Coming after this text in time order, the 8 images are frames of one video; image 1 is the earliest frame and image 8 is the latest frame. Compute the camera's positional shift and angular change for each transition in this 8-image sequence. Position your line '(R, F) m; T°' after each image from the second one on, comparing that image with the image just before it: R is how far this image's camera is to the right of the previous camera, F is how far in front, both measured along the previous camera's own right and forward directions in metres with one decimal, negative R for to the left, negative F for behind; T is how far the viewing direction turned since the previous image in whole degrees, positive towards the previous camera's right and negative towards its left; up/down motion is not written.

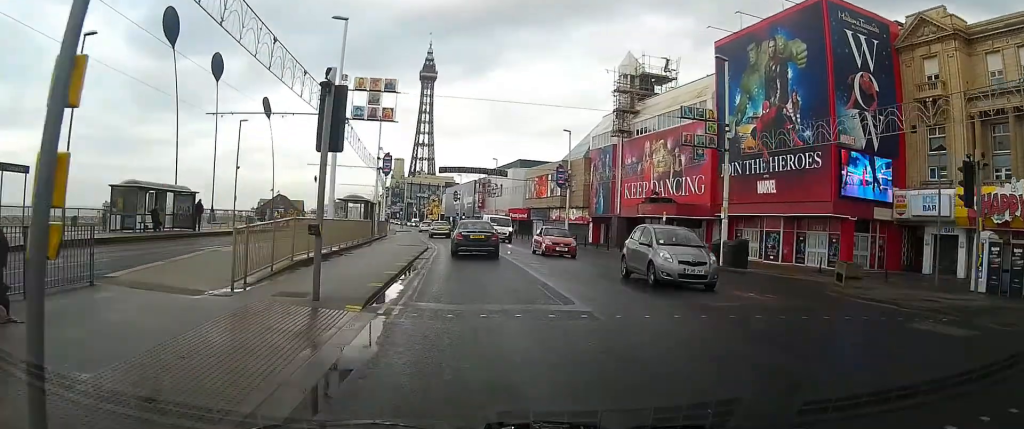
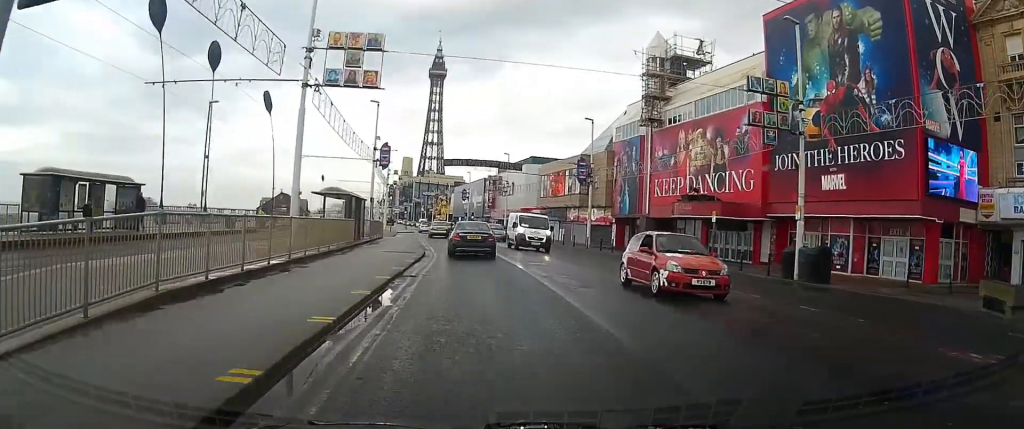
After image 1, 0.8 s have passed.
(0.0, +8.0) m; -1°
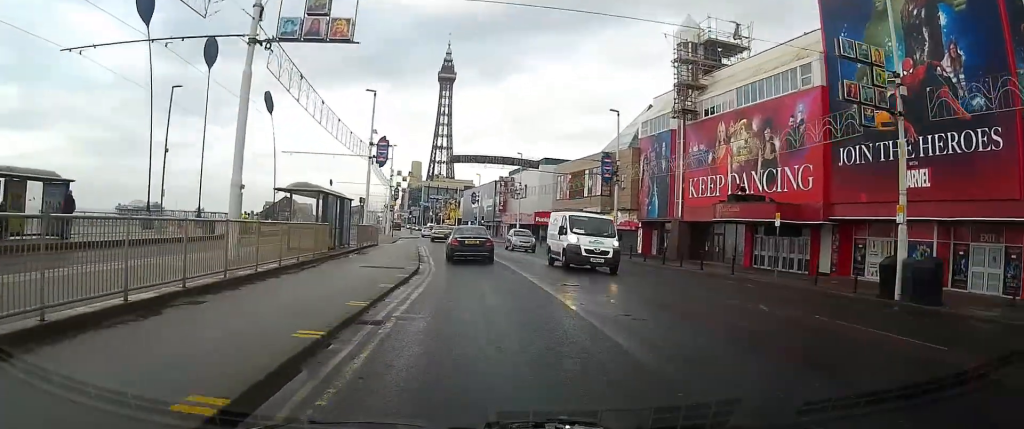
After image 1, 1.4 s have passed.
(-0.1, +7.1) m; -1°
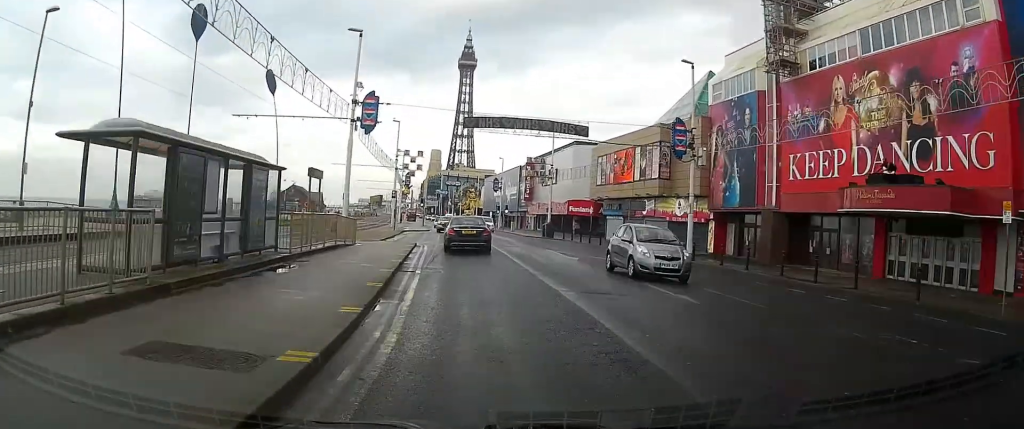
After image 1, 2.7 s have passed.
(-0.1, +14.0) m; -2°
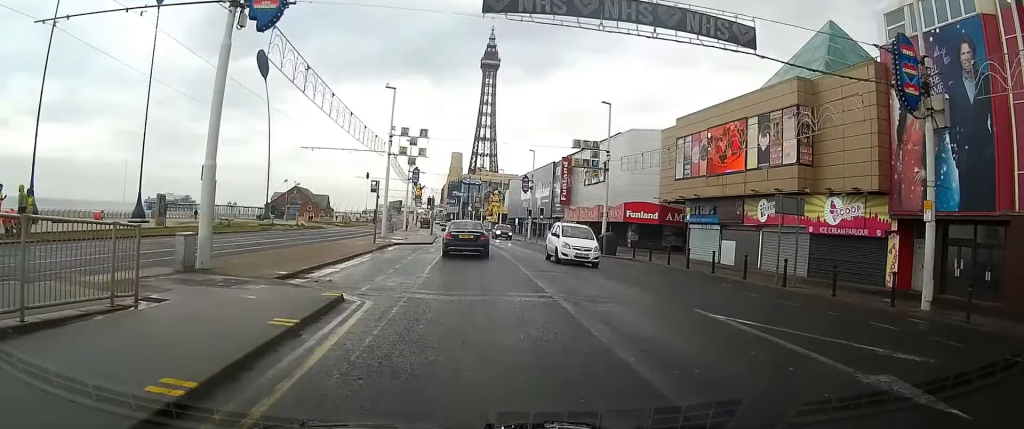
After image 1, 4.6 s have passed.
(-0.5, +19.8) m; -3°
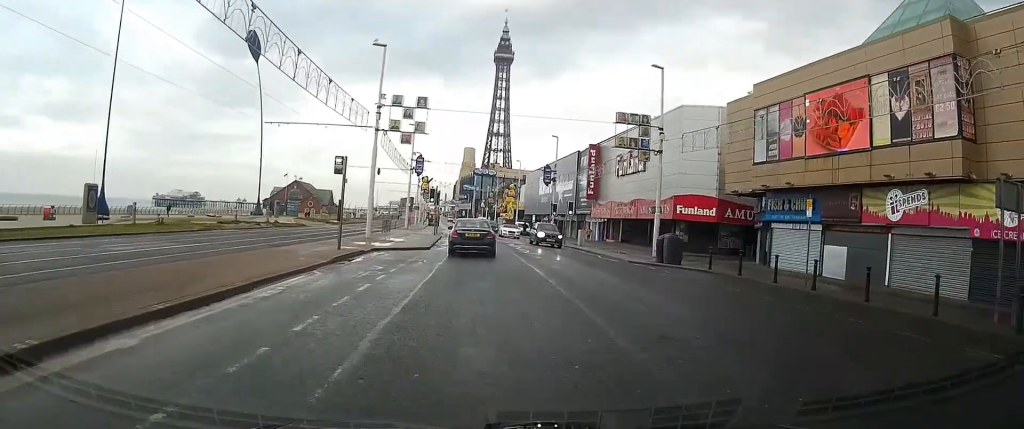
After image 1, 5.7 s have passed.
(-0.2, +11.4) m; -1°
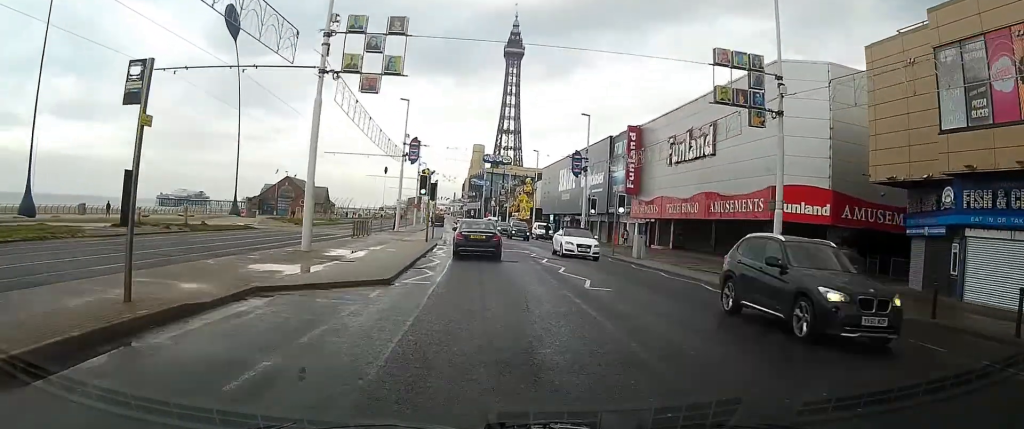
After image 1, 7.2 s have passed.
(-0.1, +14.7) m; -1°
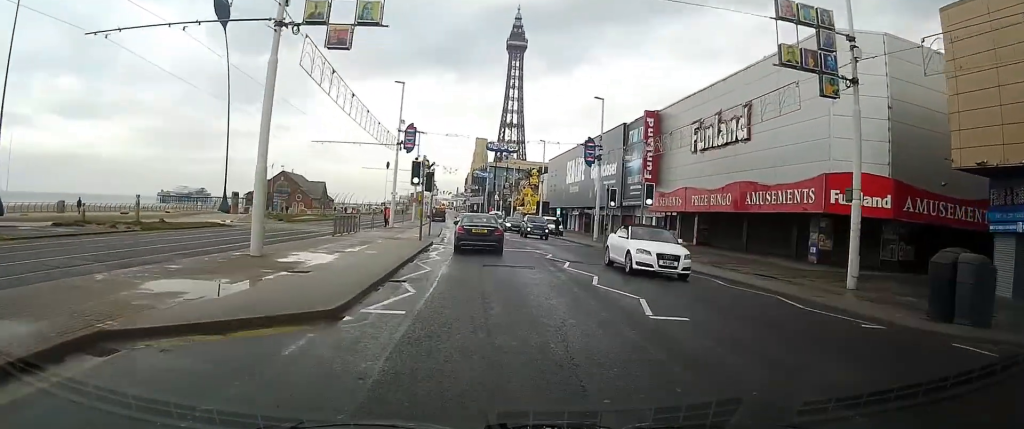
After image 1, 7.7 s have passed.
(0.0, +5.3) m; 0°
